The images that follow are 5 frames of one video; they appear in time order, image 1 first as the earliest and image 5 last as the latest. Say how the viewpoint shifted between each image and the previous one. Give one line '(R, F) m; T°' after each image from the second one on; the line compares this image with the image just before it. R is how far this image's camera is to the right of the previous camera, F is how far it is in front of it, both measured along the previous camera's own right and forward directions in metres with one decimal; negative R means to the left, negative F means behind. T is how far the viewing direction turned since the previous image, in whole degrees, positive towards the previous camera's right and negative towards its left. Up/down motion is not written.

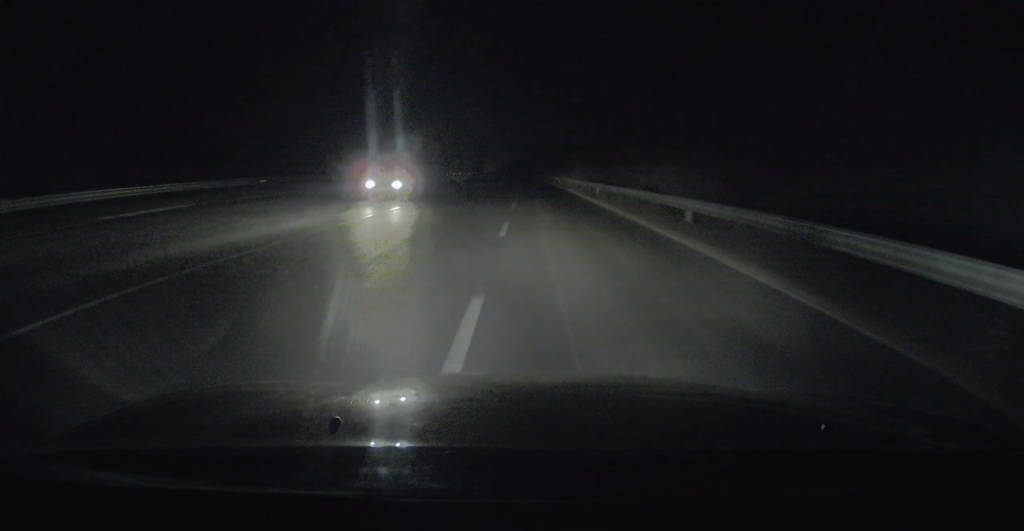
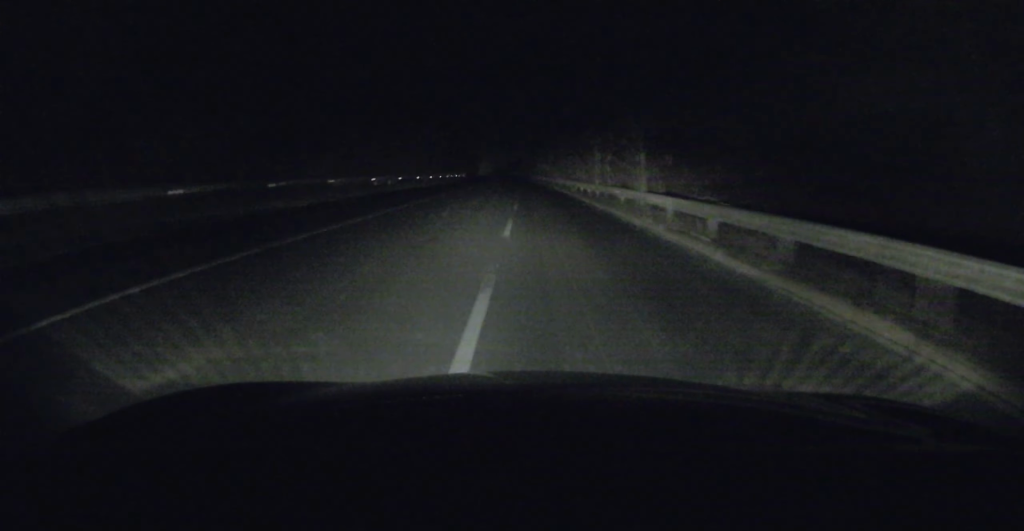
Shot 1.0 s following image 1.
(0.0, +26.5) m; 0°
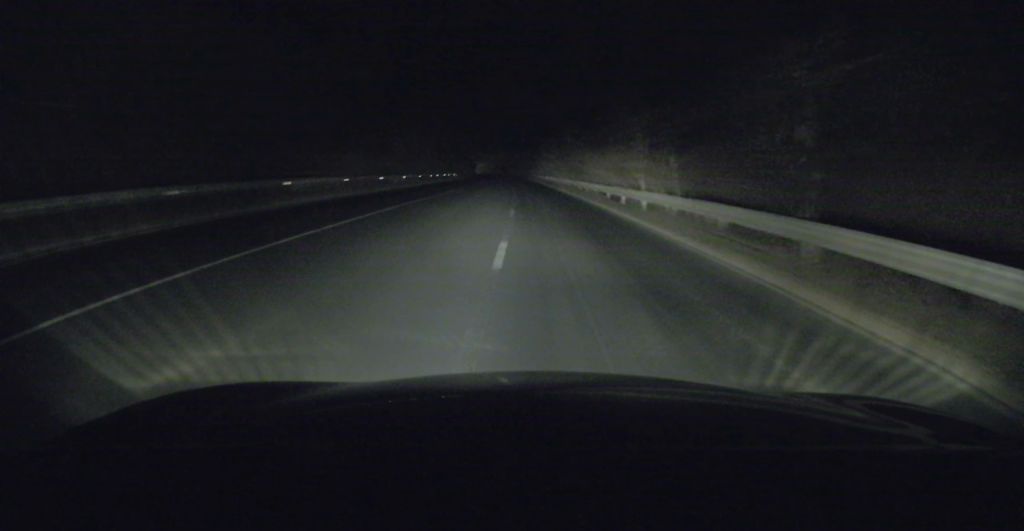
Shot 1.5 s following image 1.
(0.0, +13.3) m; 0°
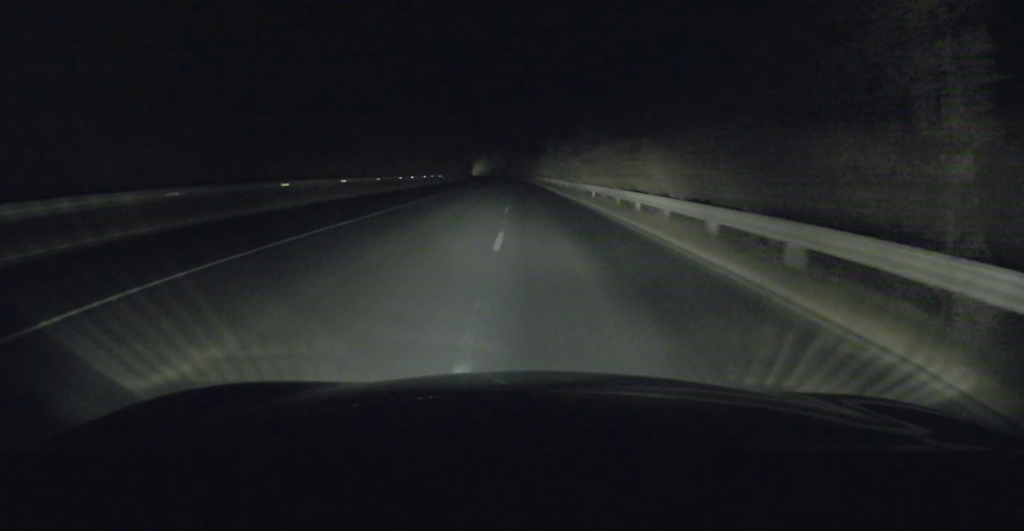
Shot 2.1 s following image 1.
(0.0, +15.9) m; 0°
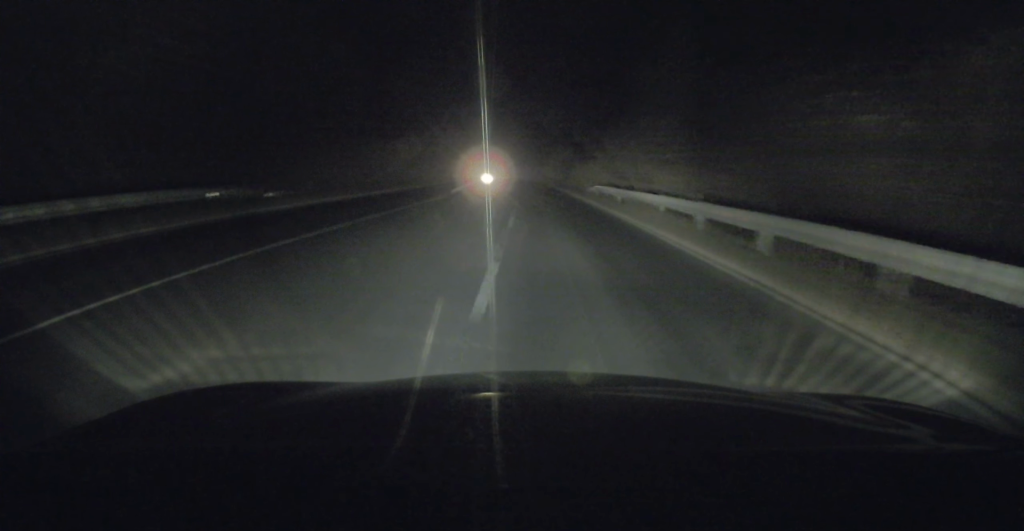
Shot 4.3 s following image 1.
(-0.2, +58.0) m; -1°
